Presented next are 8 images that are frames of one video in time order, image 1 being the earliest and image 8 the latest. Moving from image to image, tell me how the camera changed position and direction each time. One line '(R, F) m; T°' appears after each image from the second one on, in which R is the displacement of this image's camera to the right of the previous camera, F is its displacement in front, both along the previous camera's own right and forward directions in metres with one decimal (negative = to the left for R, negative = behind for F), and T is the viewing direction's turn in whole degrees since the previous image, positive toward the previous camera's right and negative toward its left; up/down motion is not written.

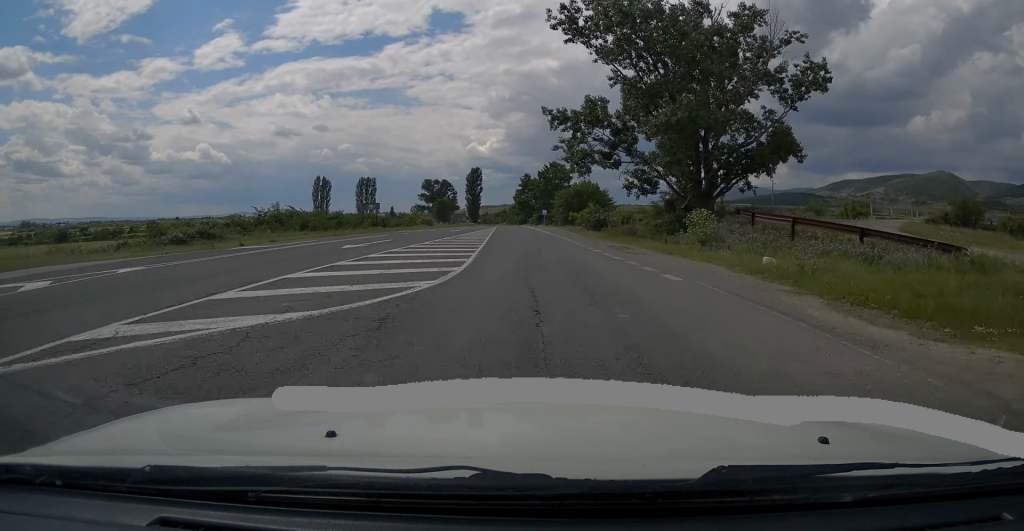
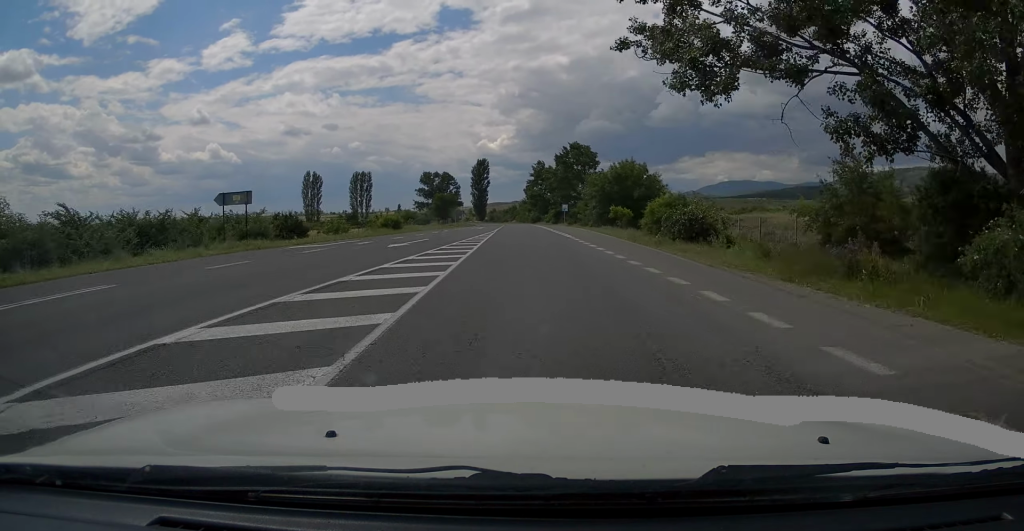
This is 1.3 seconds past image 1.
(-0.1, +25.4) m; 0°
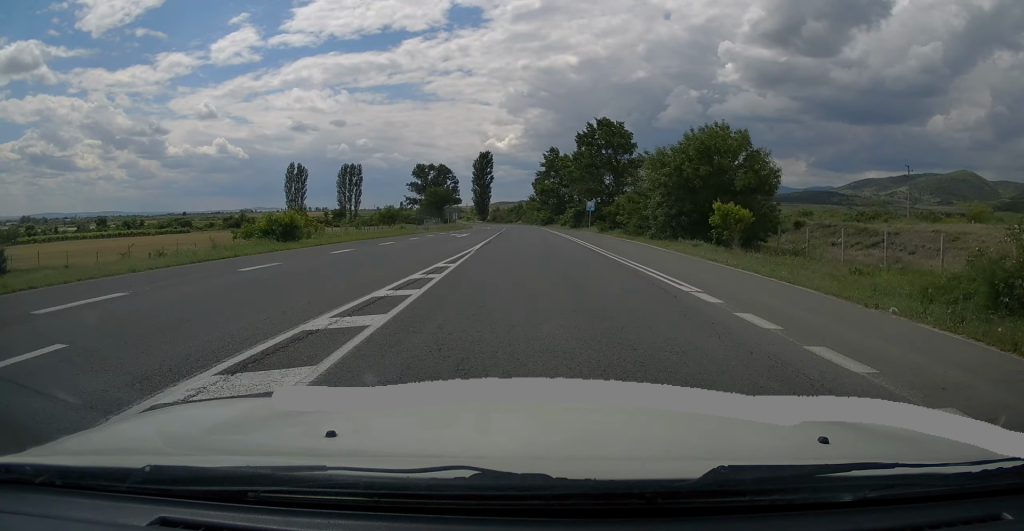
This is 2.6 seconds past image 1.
(-0.2, +24.1) m; -2°
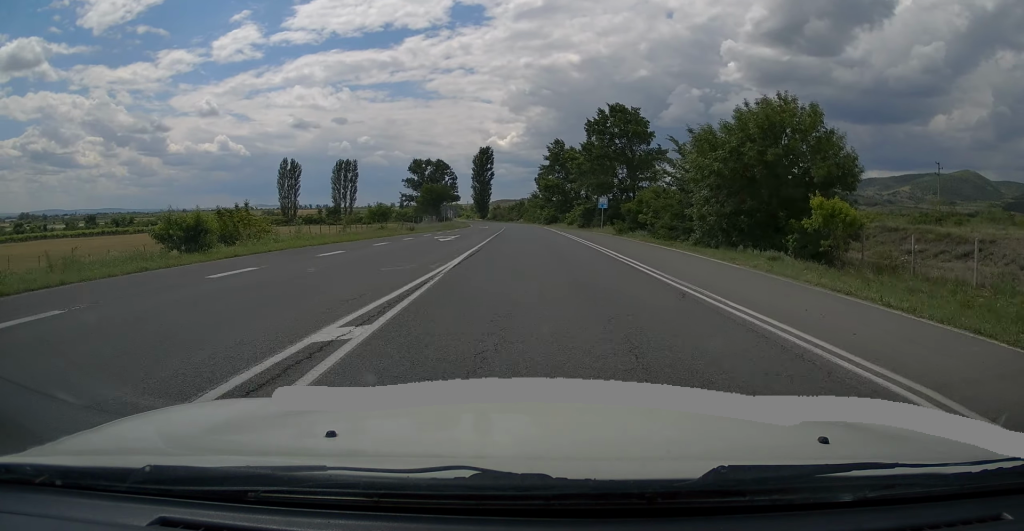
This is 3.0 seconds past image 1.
(-0.2, +8.0) m; 0°
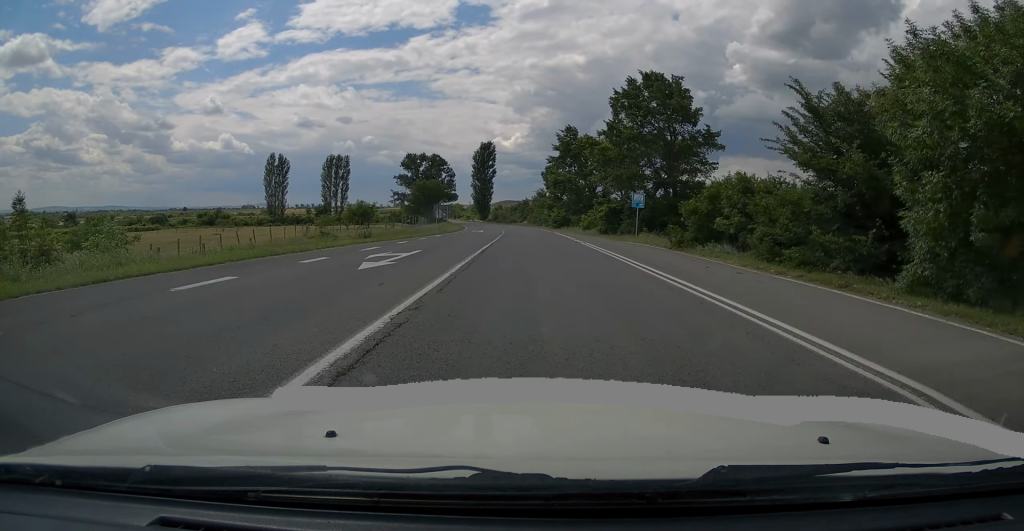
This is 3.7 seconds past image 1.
(-0.1, +14.0) m; 0°
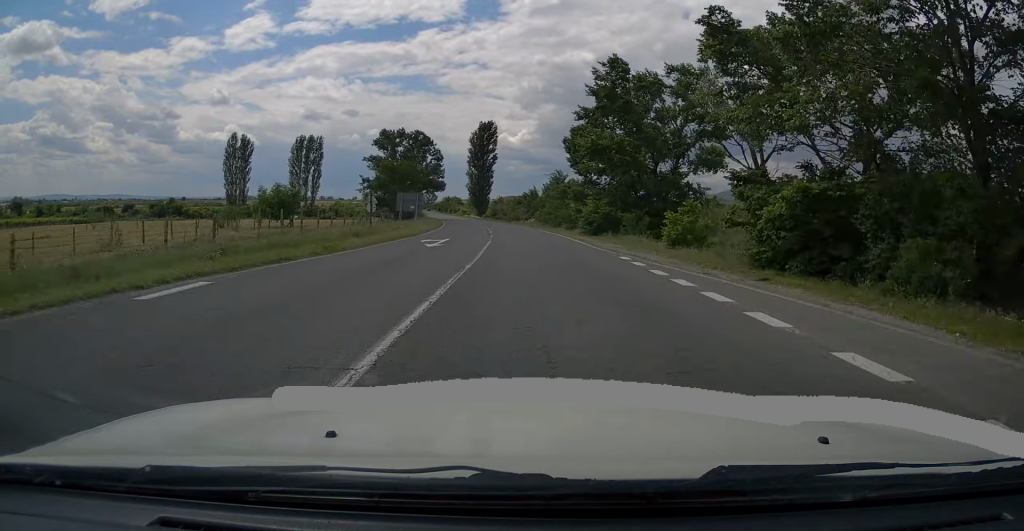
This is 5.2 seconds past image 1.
(-0.1, +30.9) m; -1°
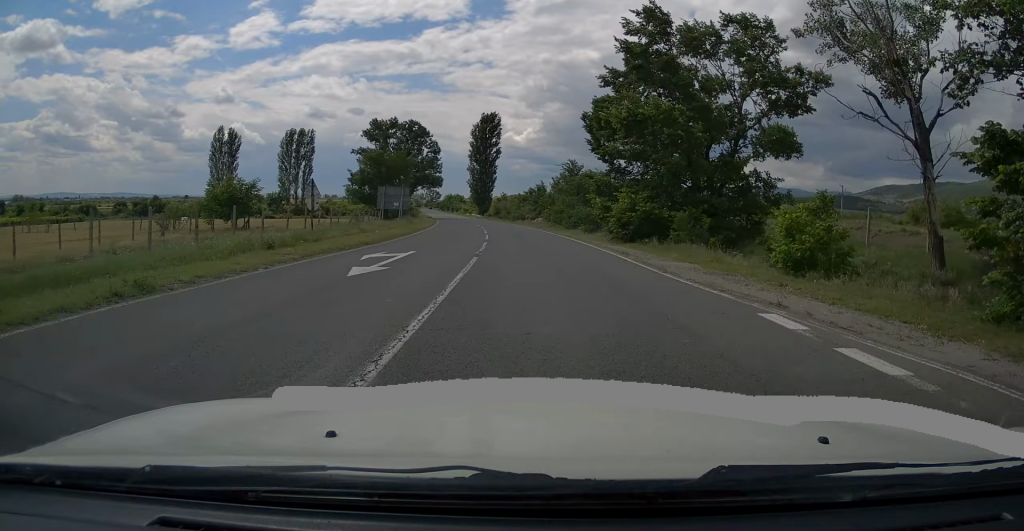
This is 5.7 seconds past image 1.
(-0.1, +10.6) m; 0°
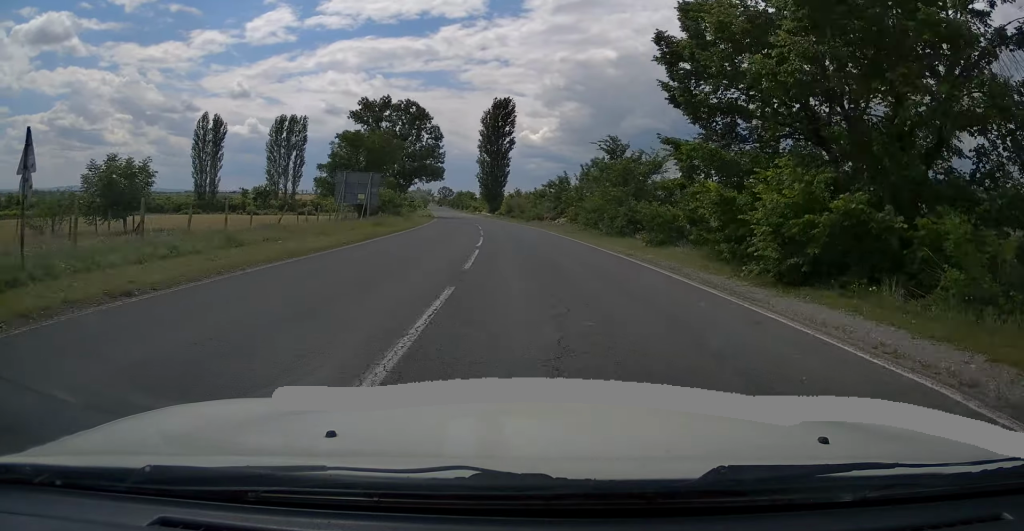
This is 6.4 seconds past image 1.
(0.0, +15.7) m; 0°
